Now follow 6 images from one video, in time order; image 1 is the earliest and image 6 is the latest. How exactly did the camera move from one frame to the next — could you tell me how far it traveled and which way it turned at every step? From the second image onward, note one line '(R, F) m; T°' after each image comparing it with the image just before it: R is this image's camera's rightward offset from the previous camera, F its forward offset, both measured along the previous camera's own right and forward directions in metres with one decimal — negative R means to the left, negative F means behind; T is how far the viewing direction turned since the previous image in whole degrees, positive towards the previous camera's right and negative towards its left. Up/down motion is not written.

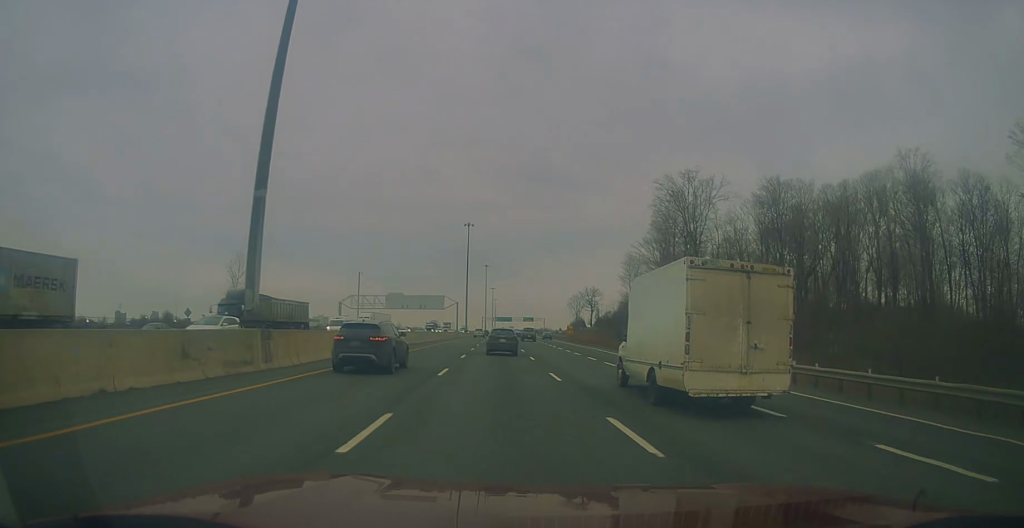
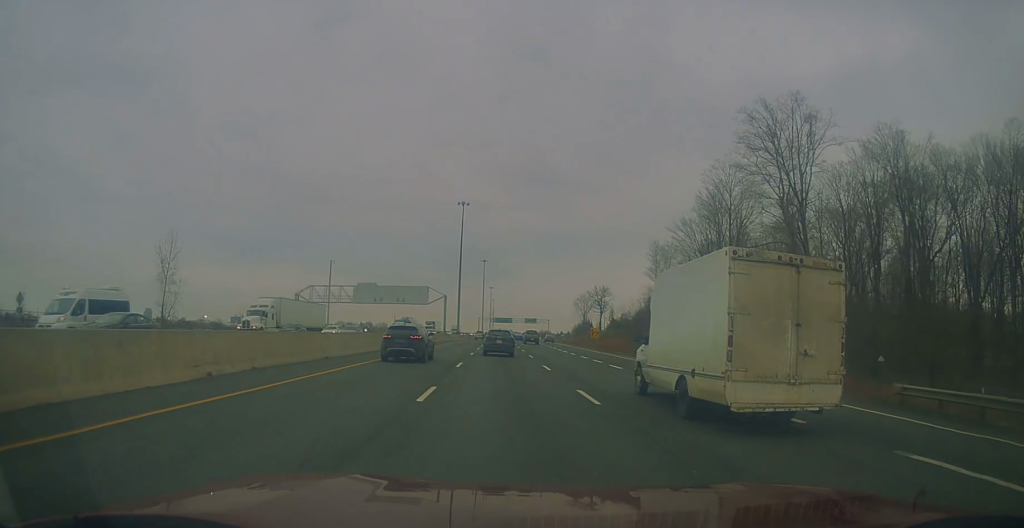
(-0.2, +30.5) m; 0°
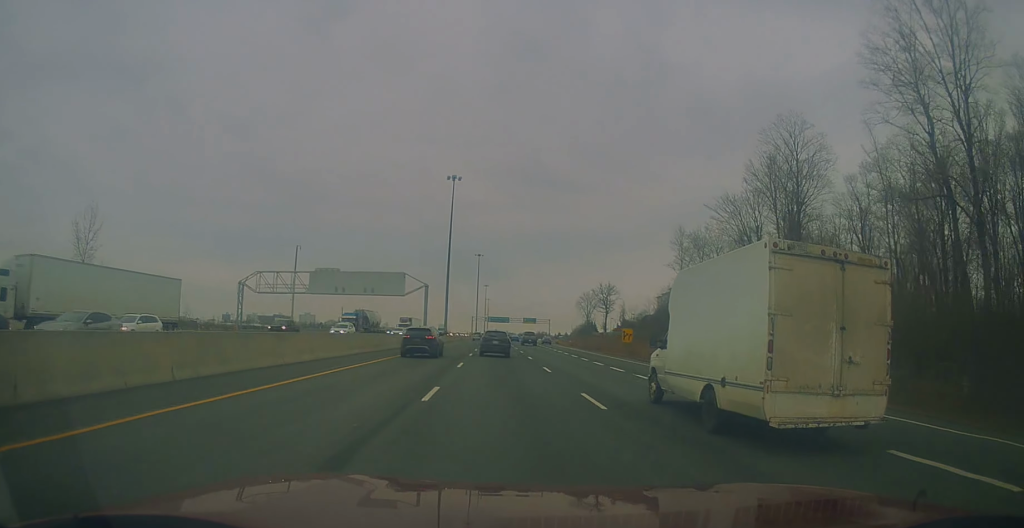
(+0.2, +23.7) m; 0°
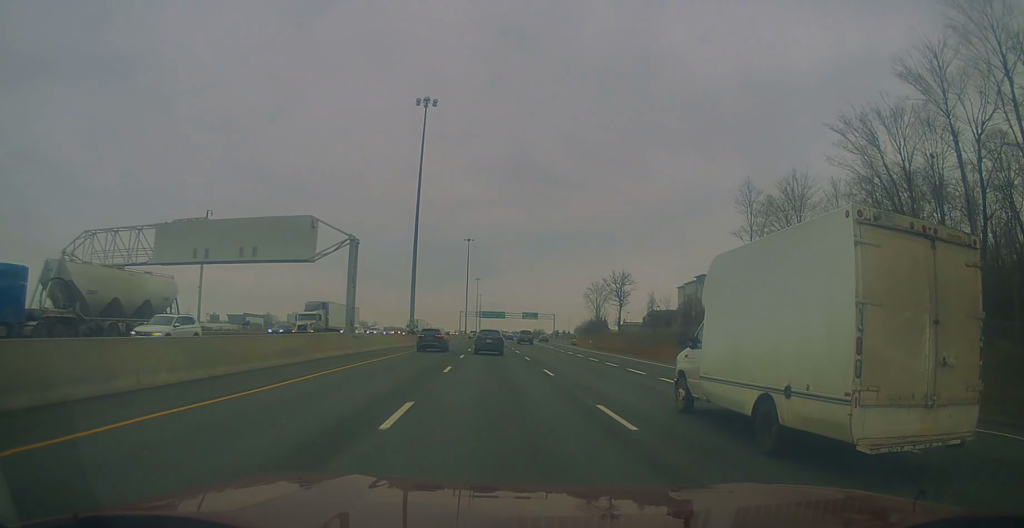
(-0.6, +38.8) m; 0°
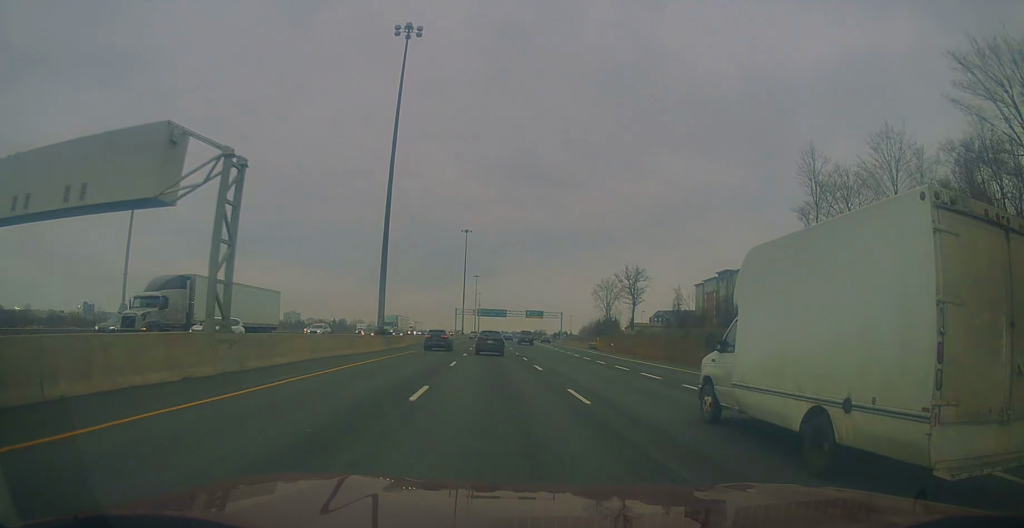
(-0.1, +19.9) m; +1°
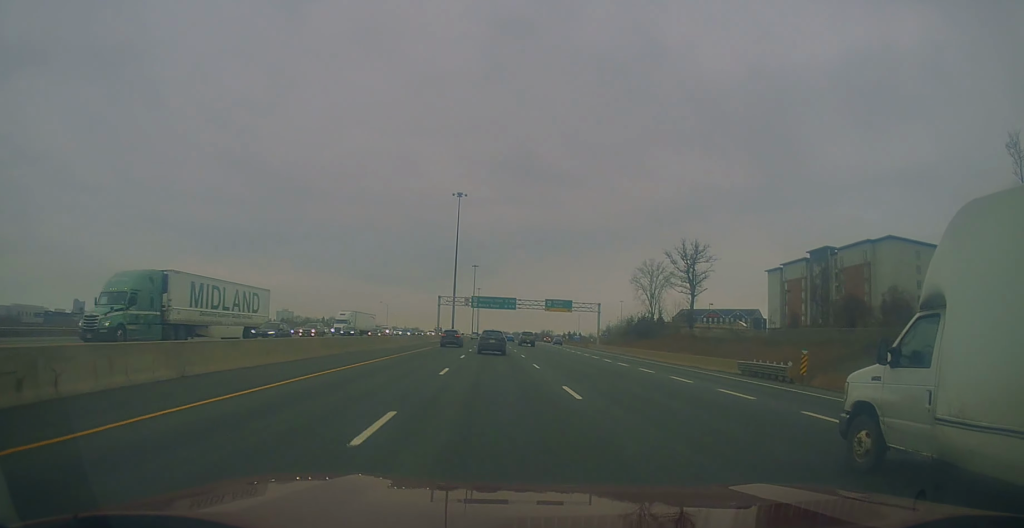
(+0.9, +54.5) m; 0°
